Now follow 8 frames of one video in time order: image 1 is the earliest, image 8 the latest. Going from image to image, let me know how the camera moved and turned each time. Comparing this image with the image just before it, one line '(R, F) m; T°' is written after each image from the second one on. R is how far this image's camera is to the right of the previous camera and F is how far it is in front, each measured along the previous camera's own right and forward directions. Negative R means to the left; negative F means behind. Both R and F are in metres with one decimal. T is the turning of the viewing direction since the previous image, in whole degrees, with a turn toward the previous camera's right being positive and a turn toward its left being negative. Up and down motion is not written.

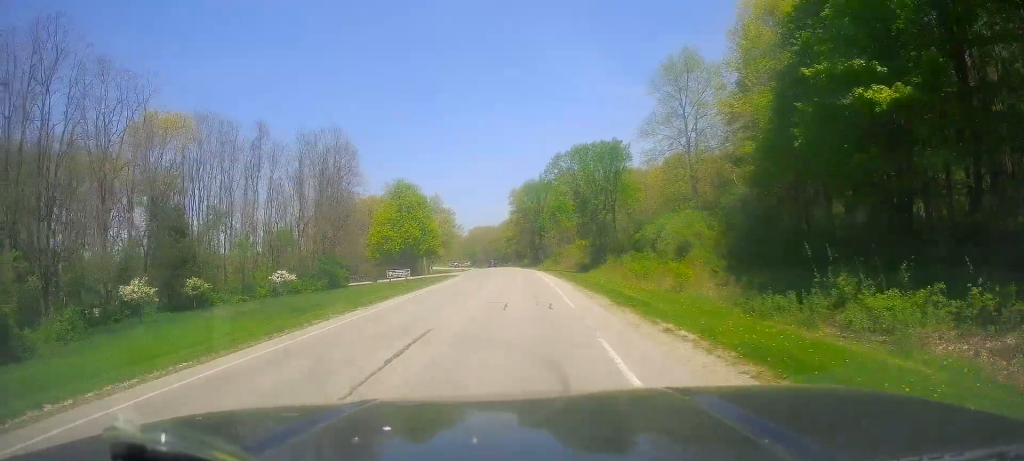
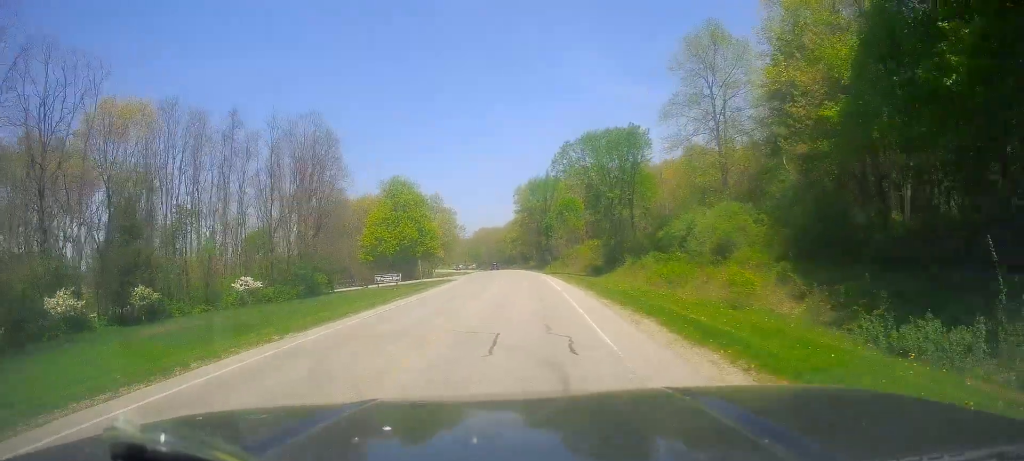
(0.0, +8.0) m; 0°
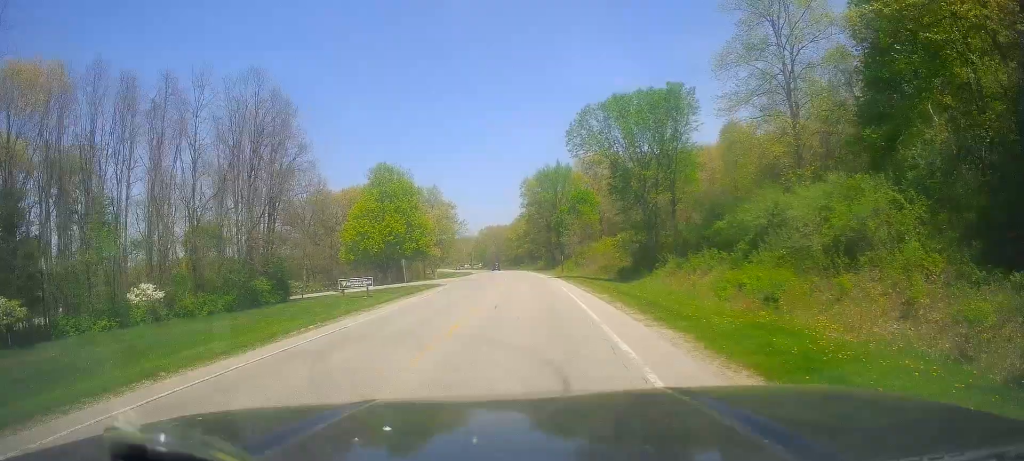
(0.0, +13.8) m; -1°
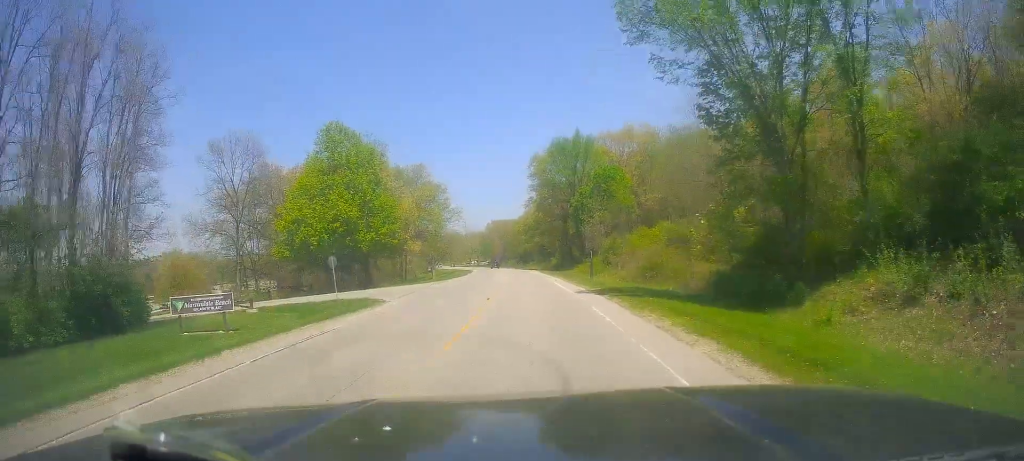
(-0.9, +24.9) m; -3°
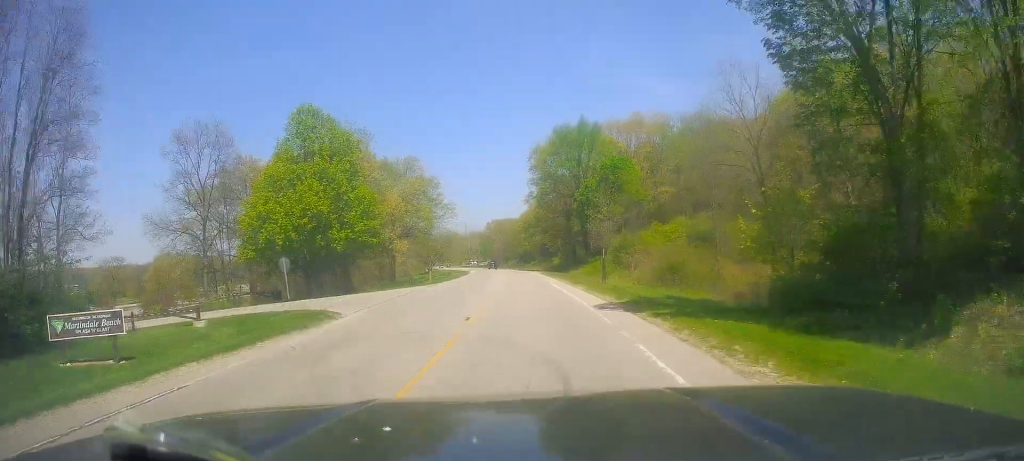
(-0.1, +7.8) m; -1°
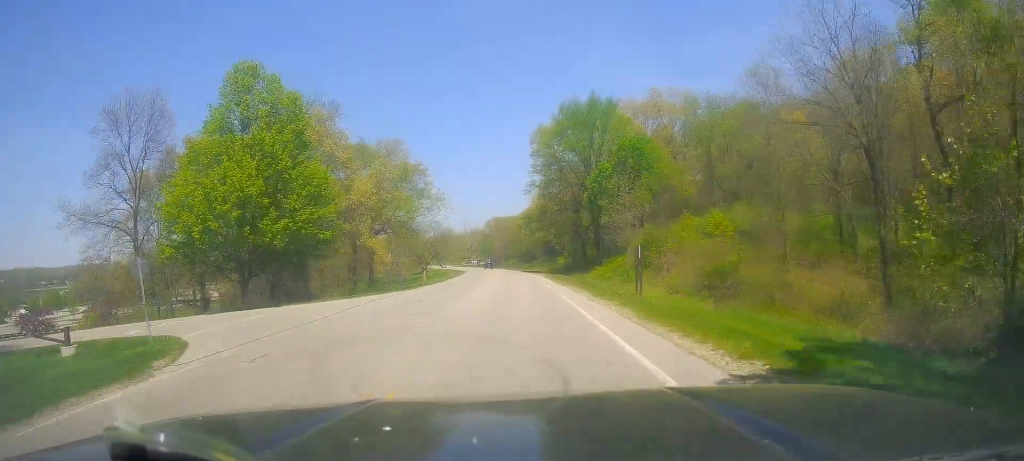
(0.0, +12.6) m; -2°
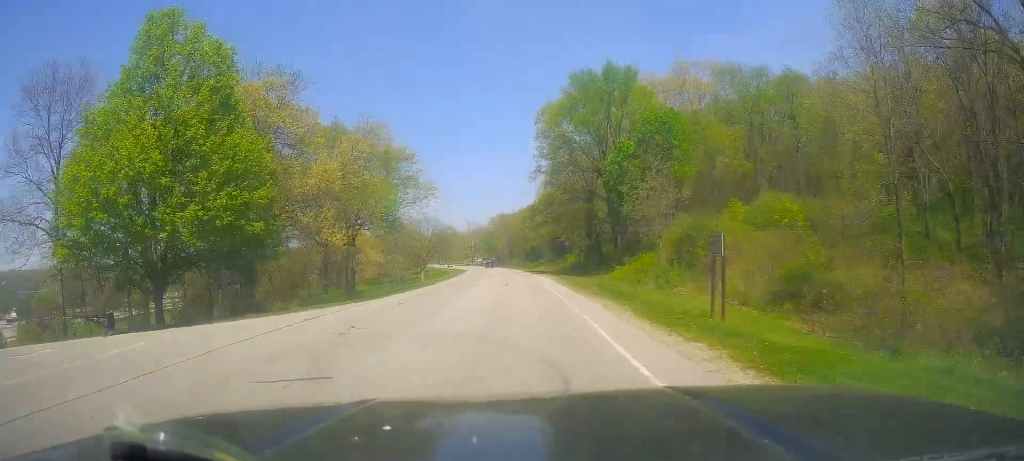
(-0.5, +11.1) m; +1°
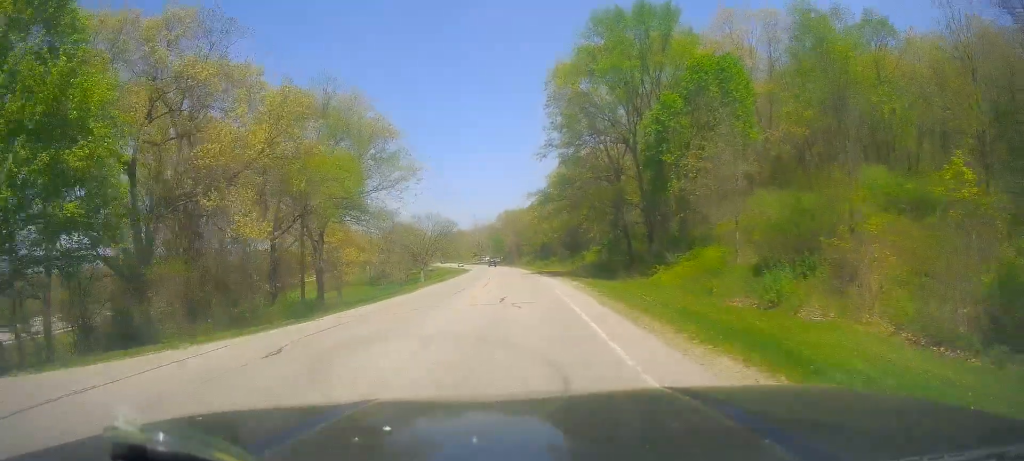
(+0.7, +13.9) m; +2°
